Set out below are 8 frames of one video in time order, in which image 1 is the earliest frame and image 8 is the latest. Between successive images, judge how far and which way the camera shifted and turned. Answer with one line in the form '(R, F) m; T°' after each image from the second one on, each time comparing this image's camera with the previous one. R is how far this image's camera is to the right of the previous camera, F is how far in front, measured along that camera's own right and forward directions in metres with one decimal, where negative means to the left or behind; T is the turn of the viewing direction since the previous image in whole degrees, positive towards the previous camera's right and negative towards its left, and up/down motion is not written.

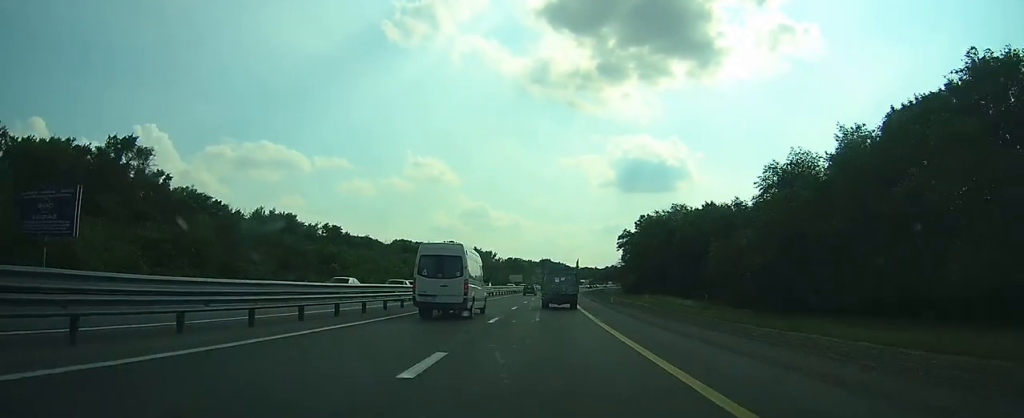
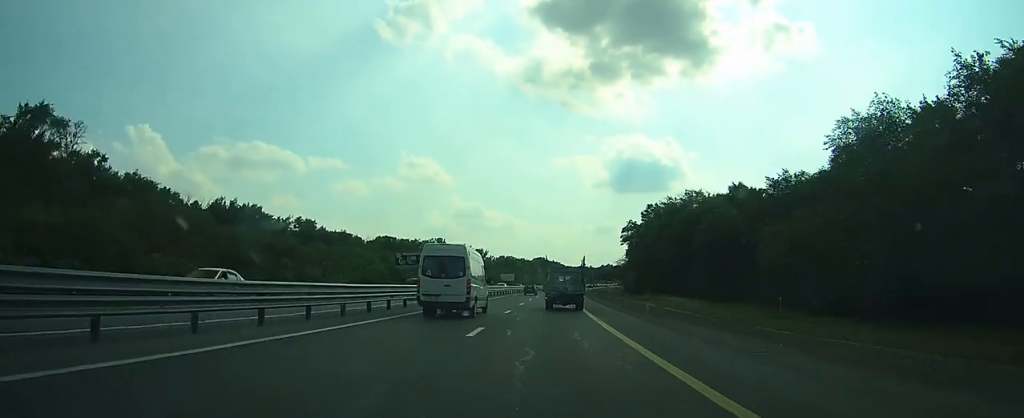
(0.0, +17.6) m; 0°
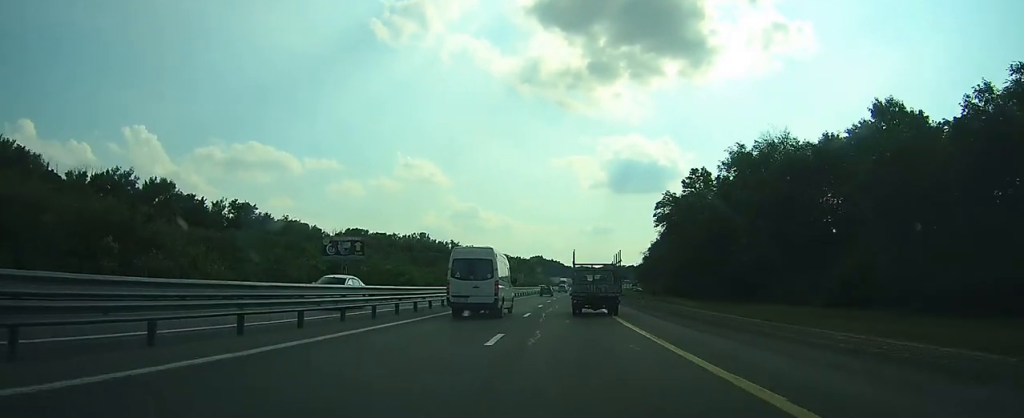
(+0.6, +37.9) m; +2°
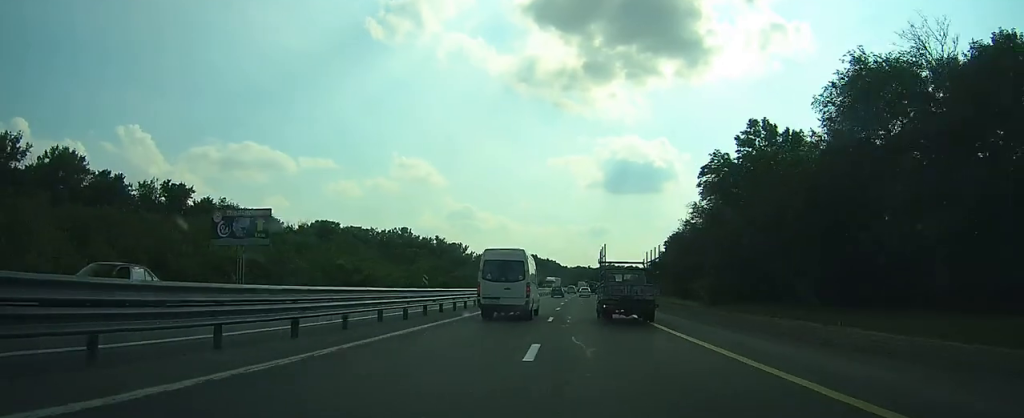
(+0.2, +25.8) m; 0°
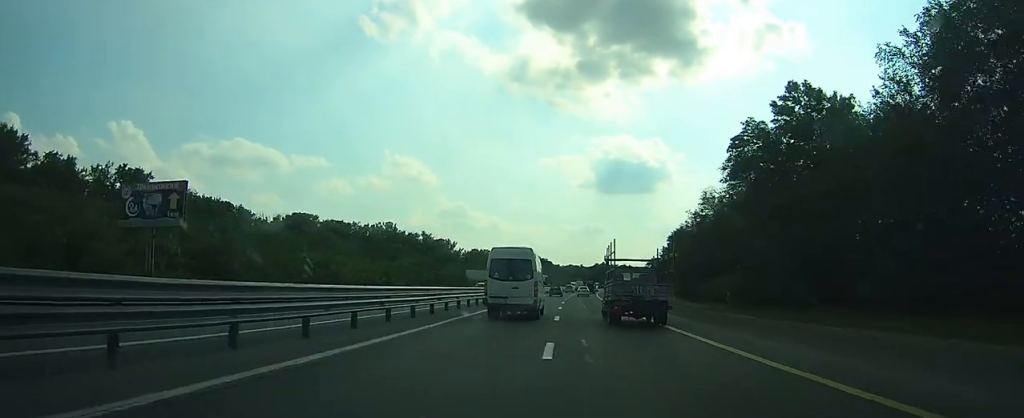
(0.0, +11.6) m; 0°
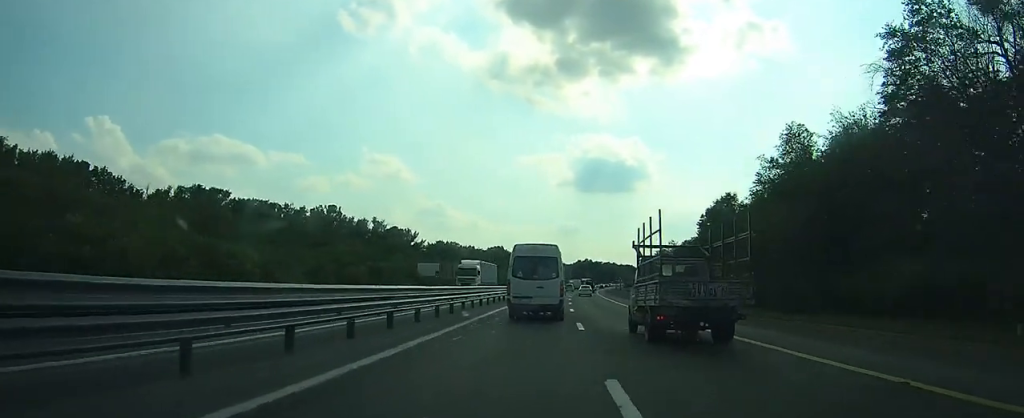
(+0.3, +40.6) m; +1°
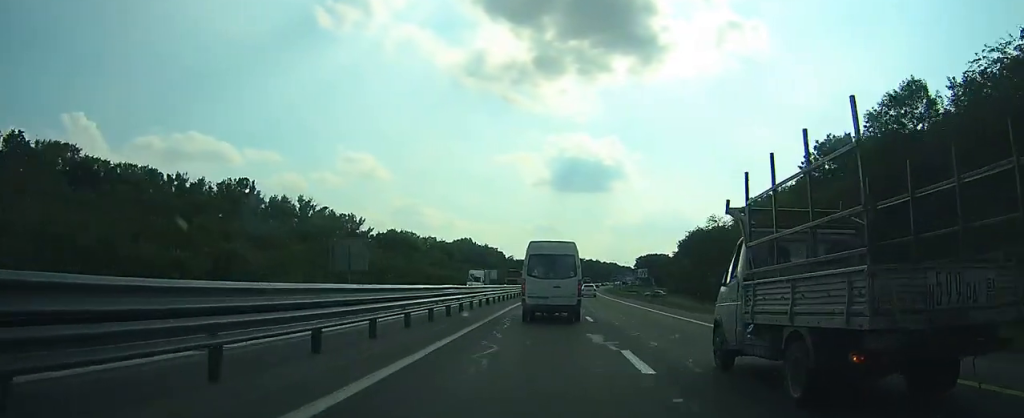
(+0.6, +44.7) m; +2°
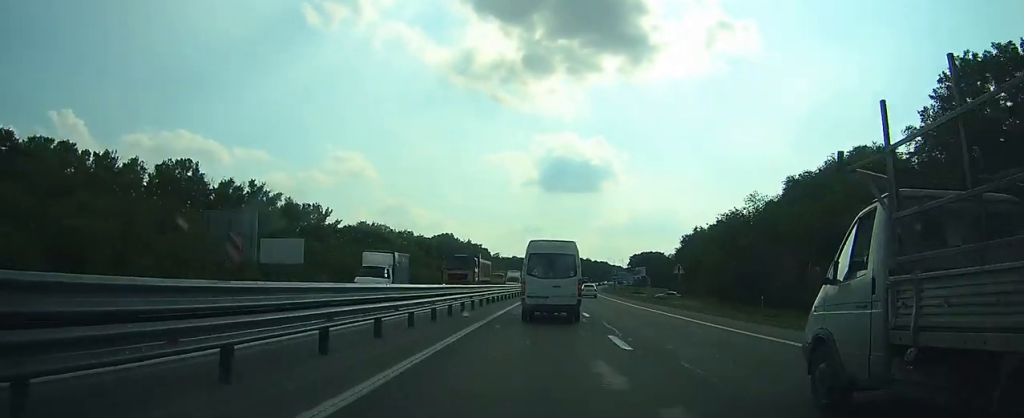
(+0.2, +21.0) m; +1°
